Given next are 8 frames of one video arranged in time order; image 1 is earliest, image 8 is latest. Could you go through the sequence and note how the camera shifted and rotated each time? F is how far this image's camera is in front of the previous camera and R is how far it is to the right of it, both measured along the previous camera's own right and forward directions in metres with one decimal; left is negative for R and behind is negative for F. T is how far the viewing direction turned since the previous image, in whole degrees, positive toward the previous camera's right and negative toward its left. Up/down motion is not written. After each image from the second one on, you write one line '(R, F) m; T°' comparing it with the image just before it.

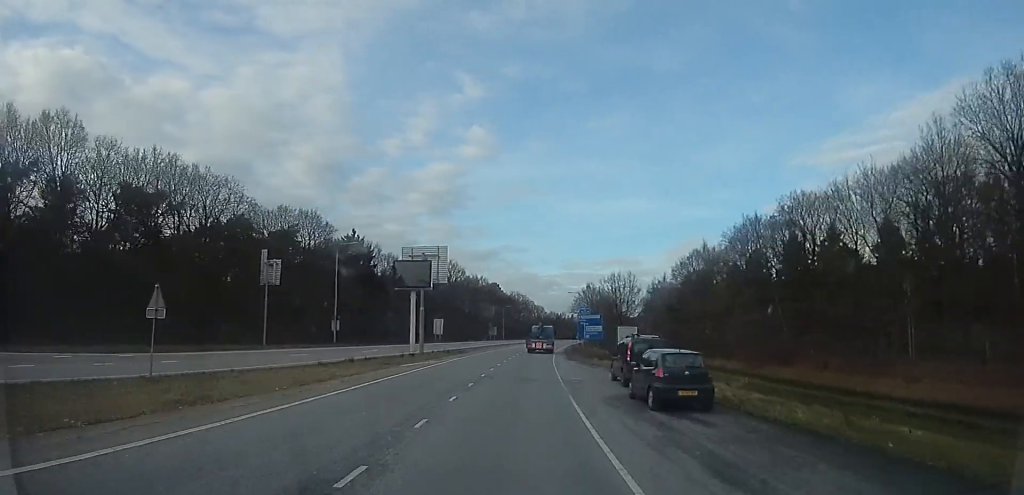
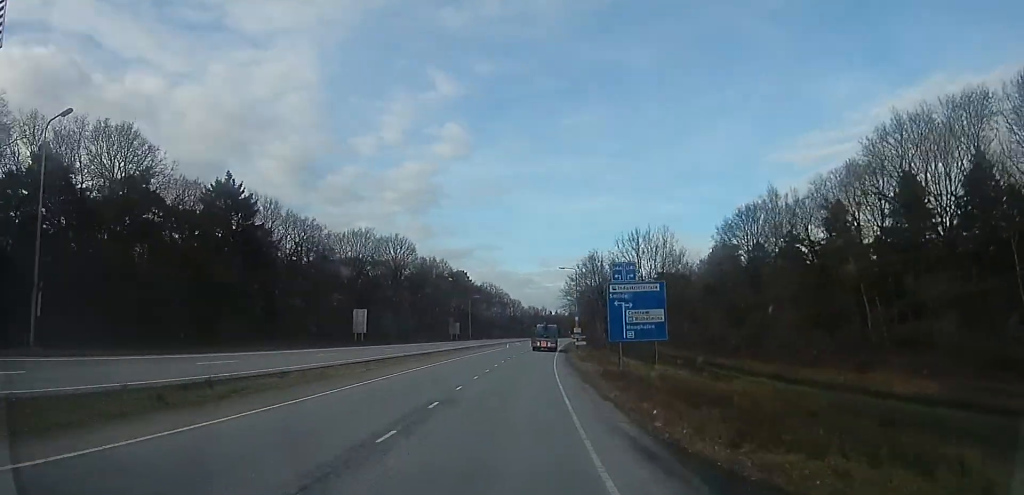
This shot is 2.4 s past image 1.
(+1.9, +32.3) m; +4°
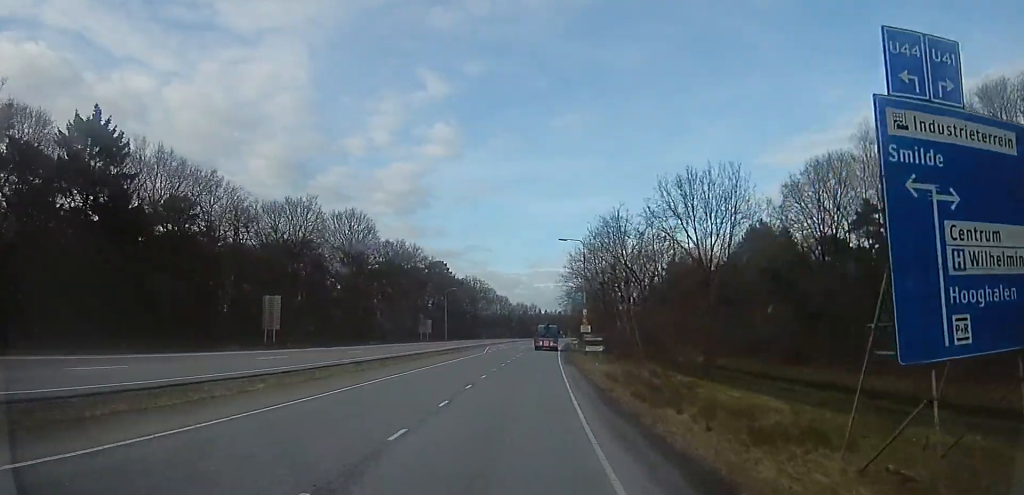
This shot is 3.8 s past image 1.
(0.0, +19.7) m; 0°
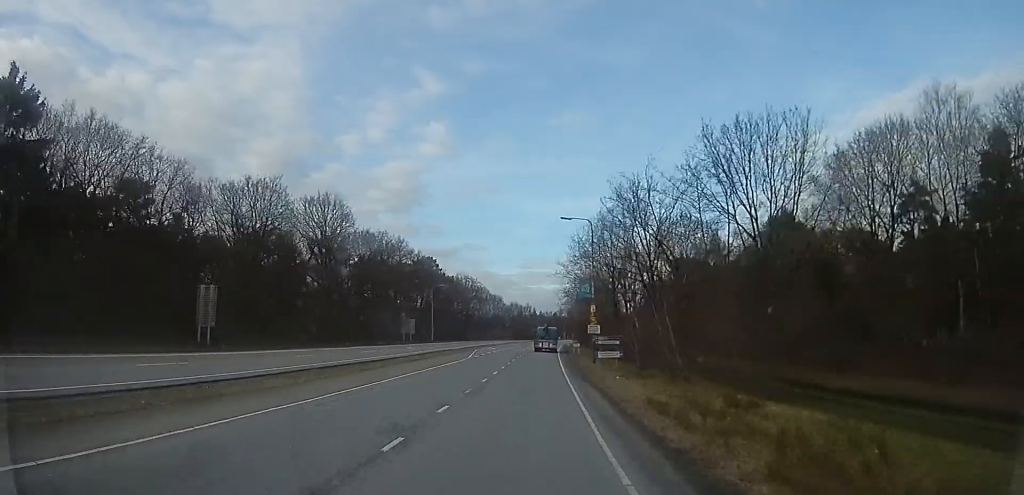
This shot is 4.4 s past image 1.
(0.0, +8.6) m; 0°
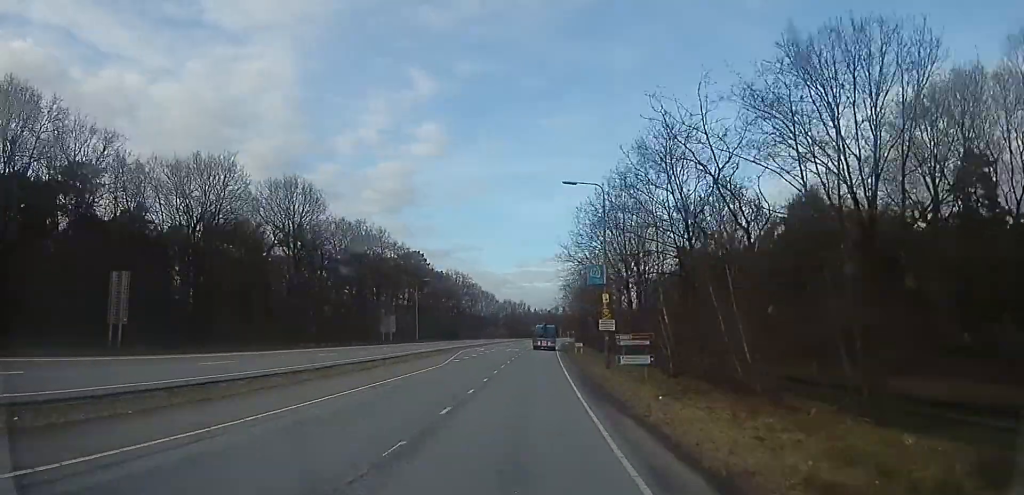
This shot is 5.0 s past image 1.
(0.0, +7.9) m; 0°
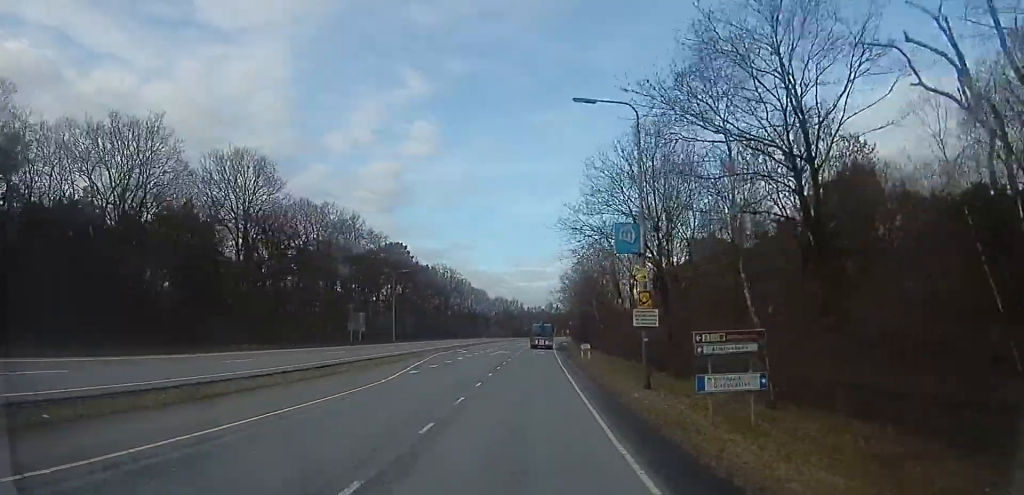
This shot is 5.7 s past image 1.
(0.0, +10.0) m; +2°
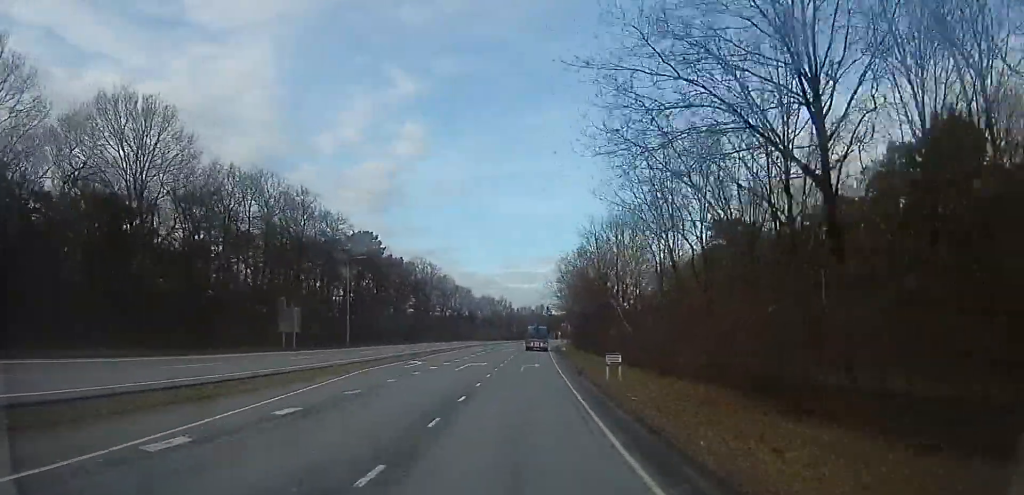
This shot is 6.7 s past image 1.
(+0.6, +14.5) m; +4°
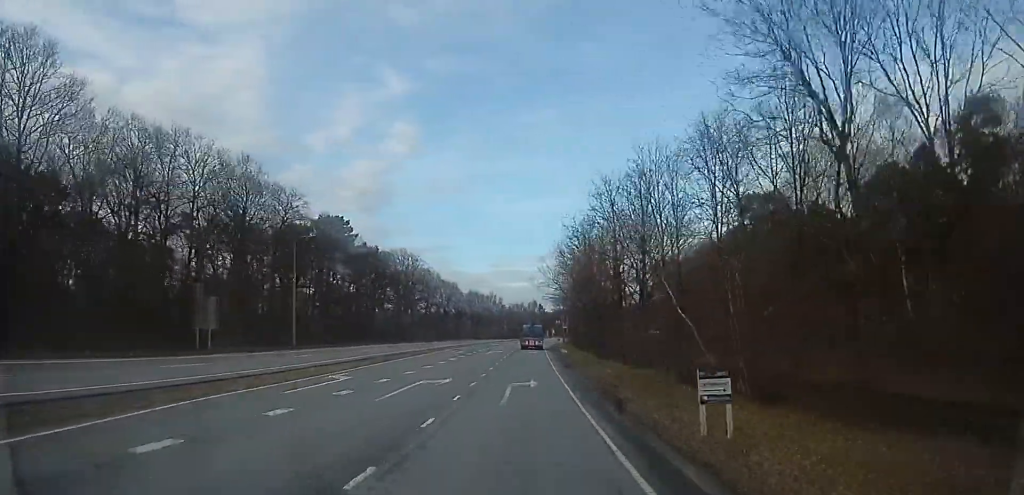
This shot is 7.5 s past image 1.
(+0.3, +11.7) m; 0°
